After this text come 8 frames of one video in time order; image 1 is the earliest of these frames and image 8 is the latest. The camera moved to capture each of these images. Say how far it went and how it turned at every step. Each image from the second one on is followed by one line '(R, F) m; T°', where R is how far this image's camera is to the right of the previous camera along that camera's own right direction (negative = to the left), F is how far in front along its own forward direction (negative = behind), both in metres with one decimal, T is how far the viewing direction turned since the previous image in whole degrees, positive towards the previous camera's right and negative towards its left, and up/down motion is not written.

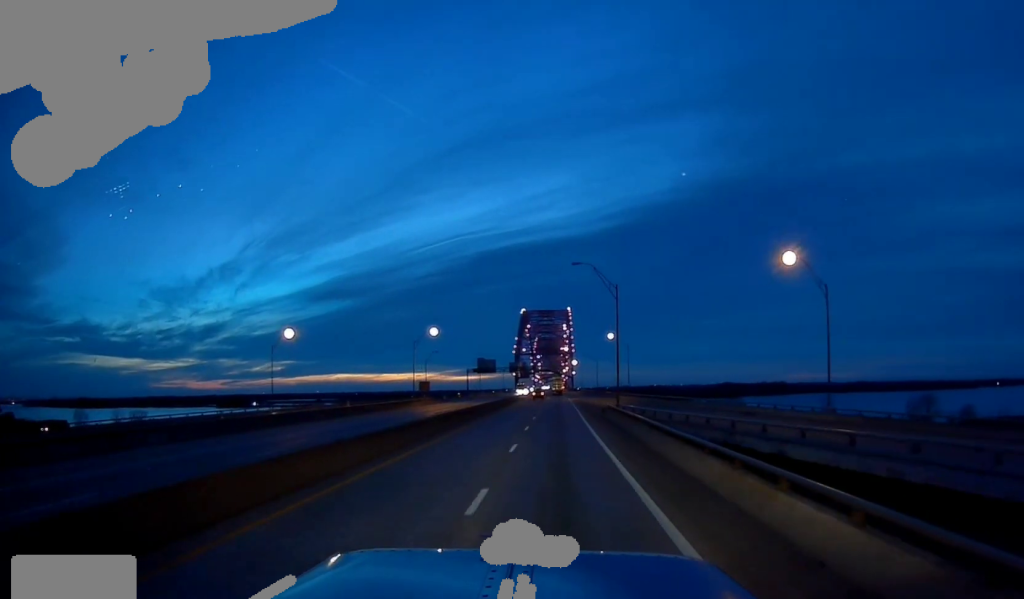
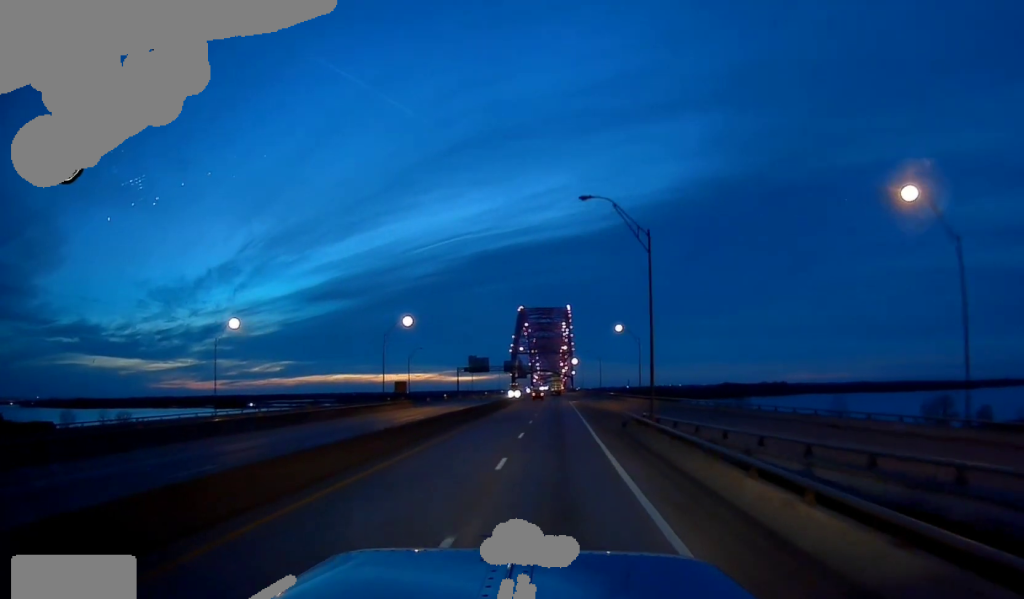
(-0.1, +17.4) m; +1°
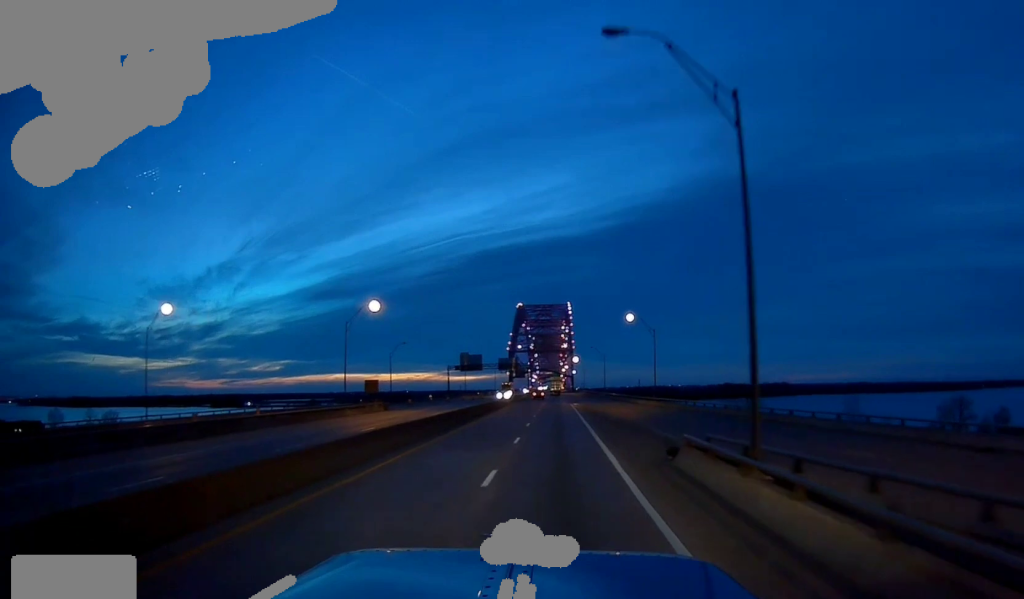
(+0.3, +15.7) m; 0°
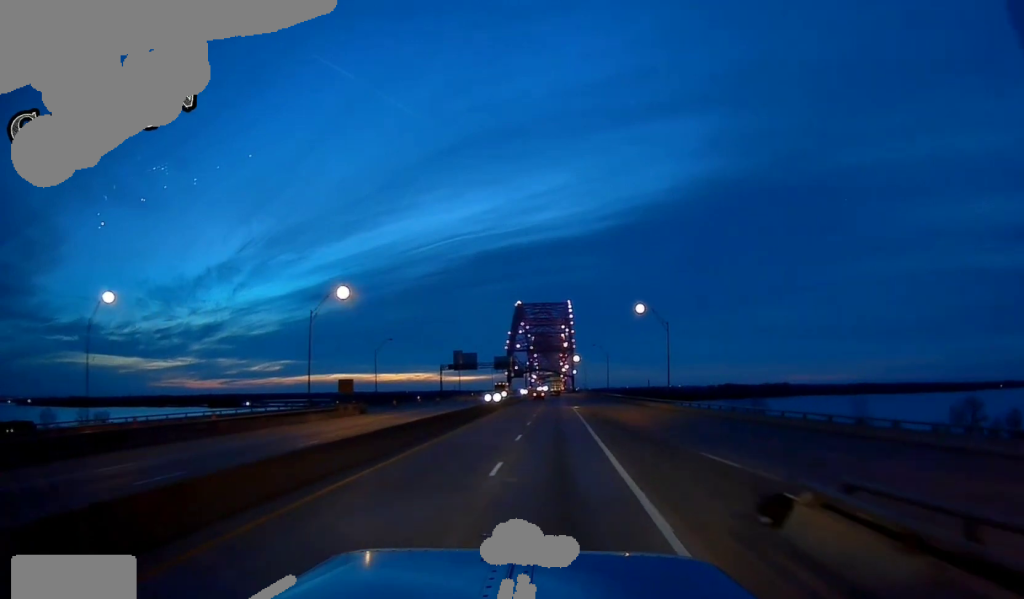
(+0.2, +11.3) m; 0°
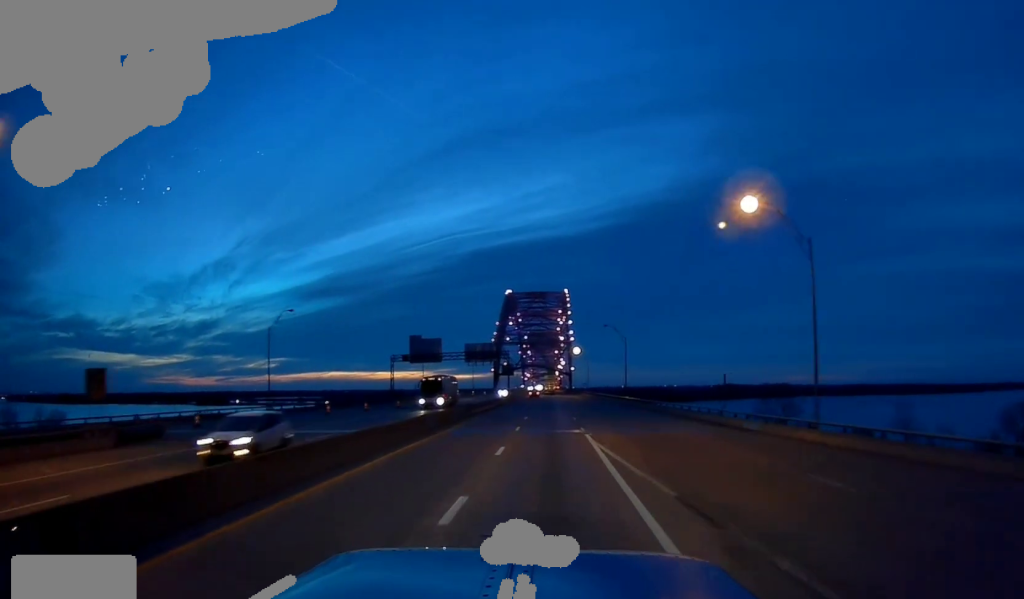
(-0.2, +42.8) m; 0°
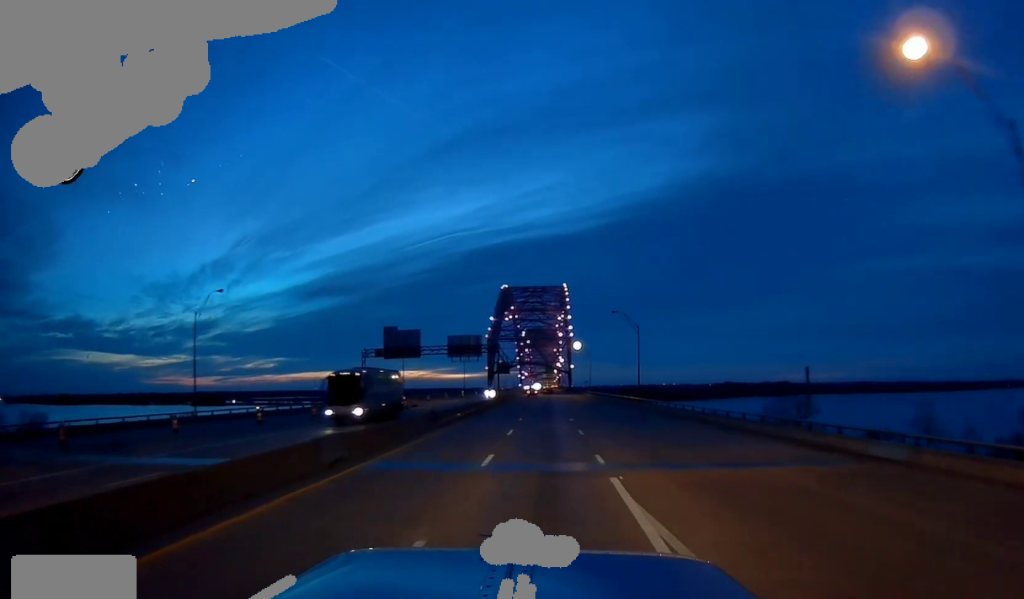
(+0.1, +16.8) m; 0°
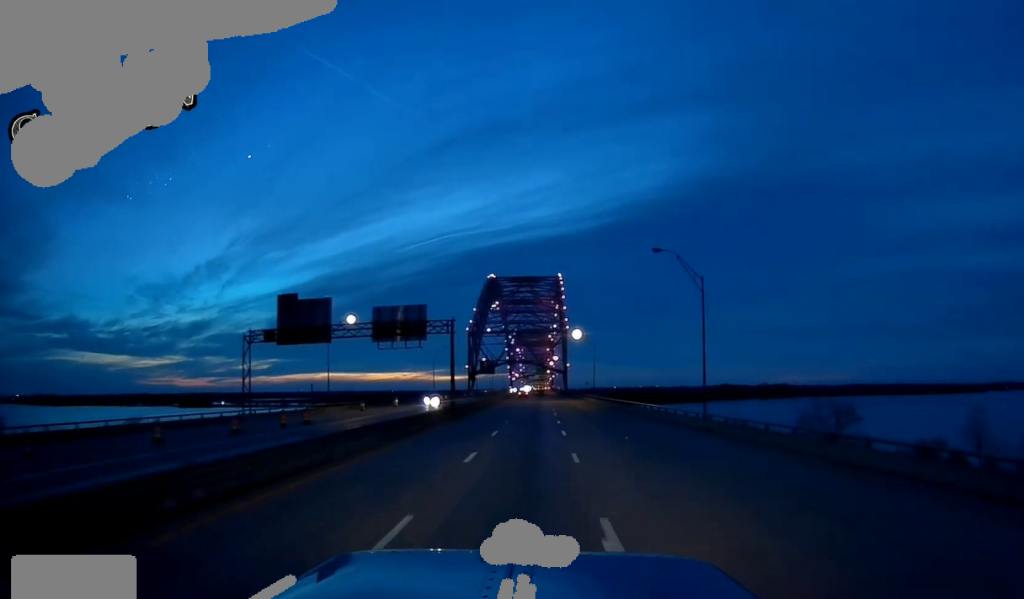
(-0.6, +39.2) m; 0°
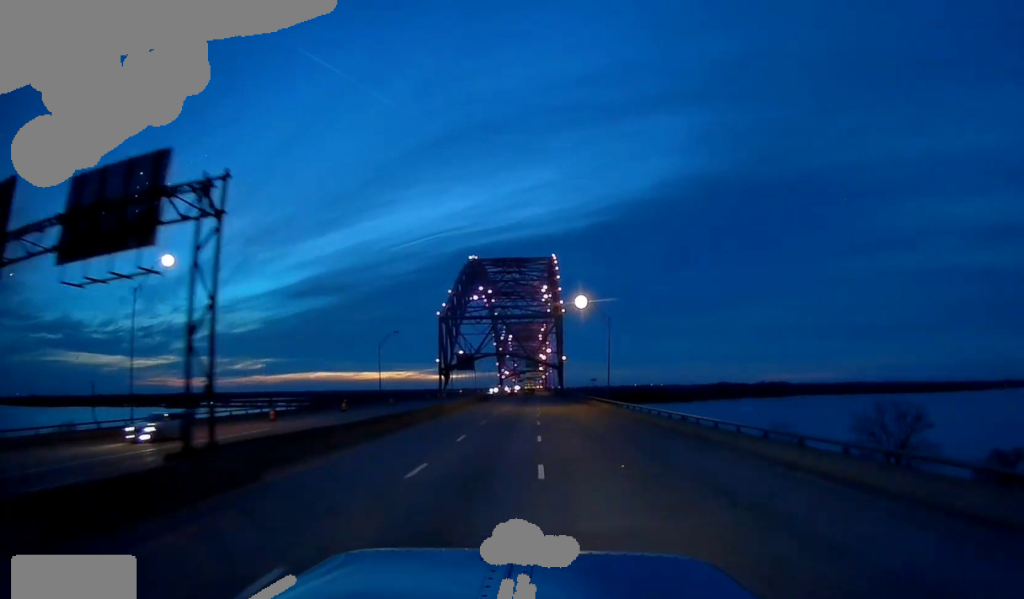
(+0.8, +40.9) m; +1°
